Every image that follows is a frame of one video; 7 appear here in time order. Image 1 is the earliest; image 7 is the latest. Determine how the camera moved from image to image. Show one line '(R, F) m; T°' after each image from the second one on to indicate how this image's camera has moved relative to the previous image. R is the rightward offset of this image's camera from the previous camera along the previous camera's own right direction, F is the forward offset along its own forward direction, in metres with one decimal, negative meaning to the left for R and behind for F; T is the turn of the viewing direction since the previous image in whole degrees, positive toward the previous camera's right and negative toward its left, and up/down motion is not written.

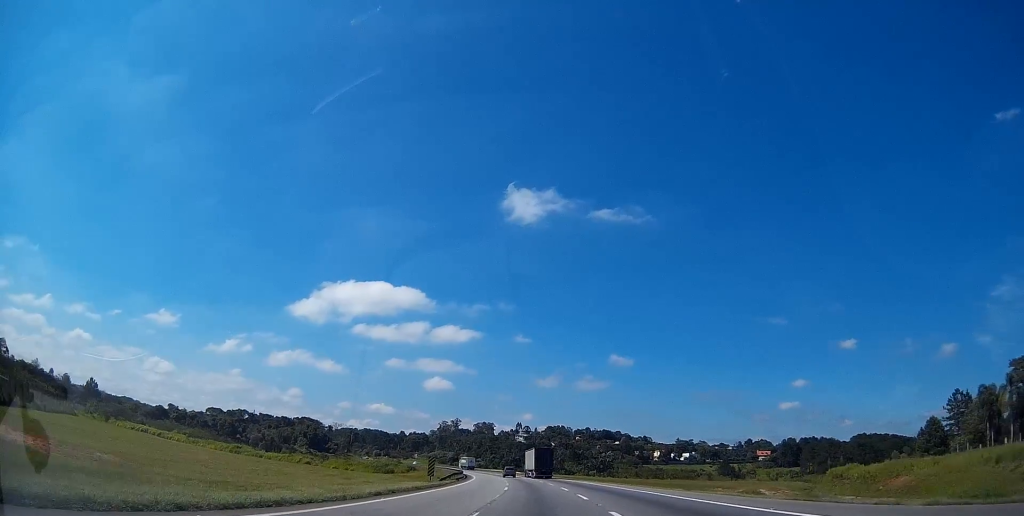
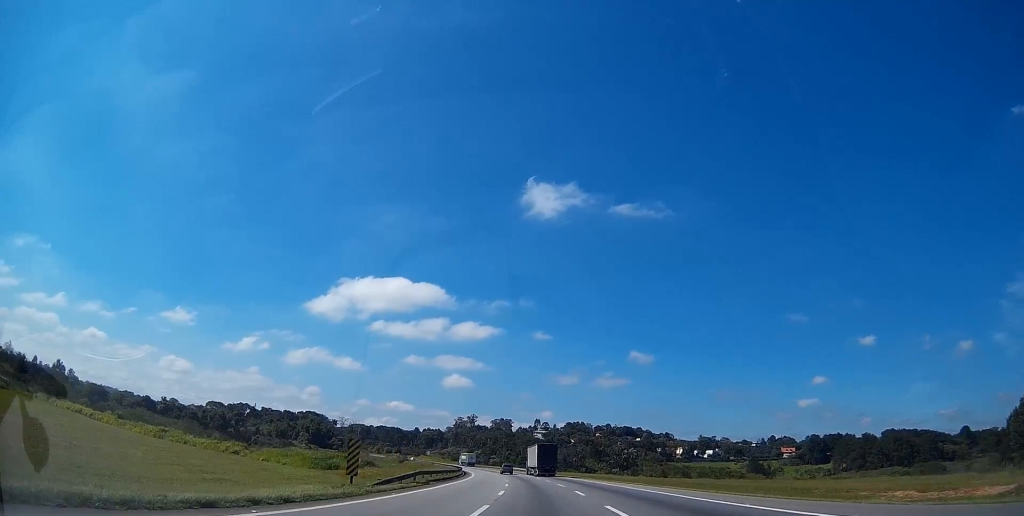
(-0.1, +20.9) m; -1°
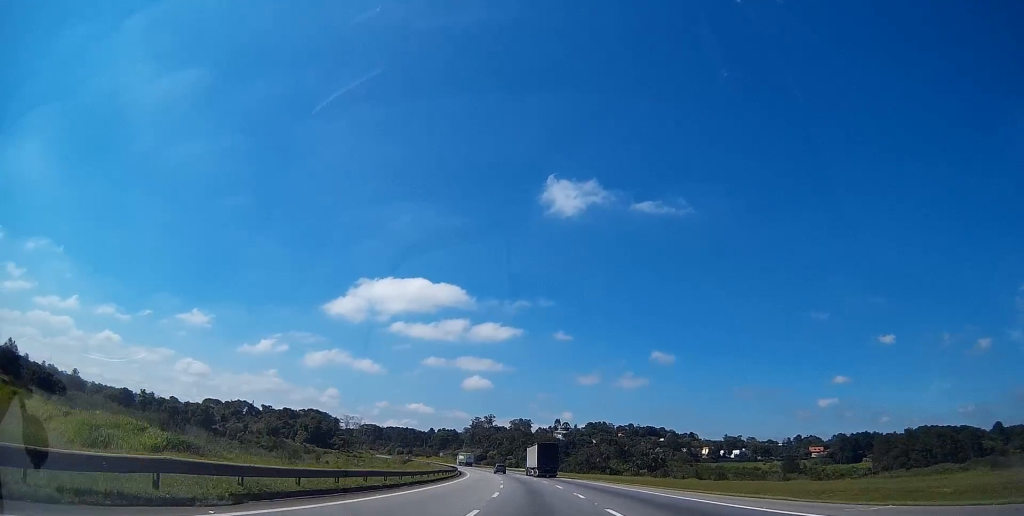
(-0.4, +24.9) m; -3°
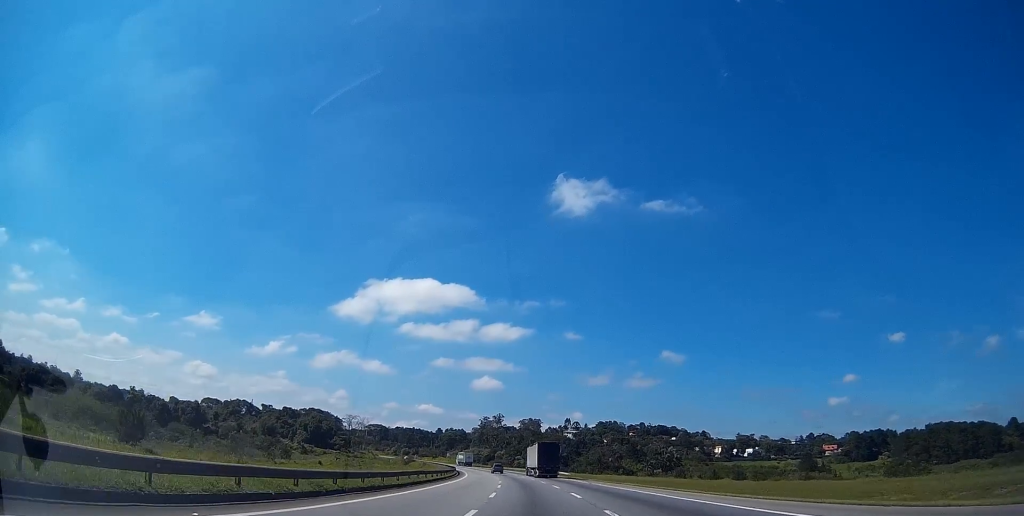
(-0.3, +11.6) m; -1°
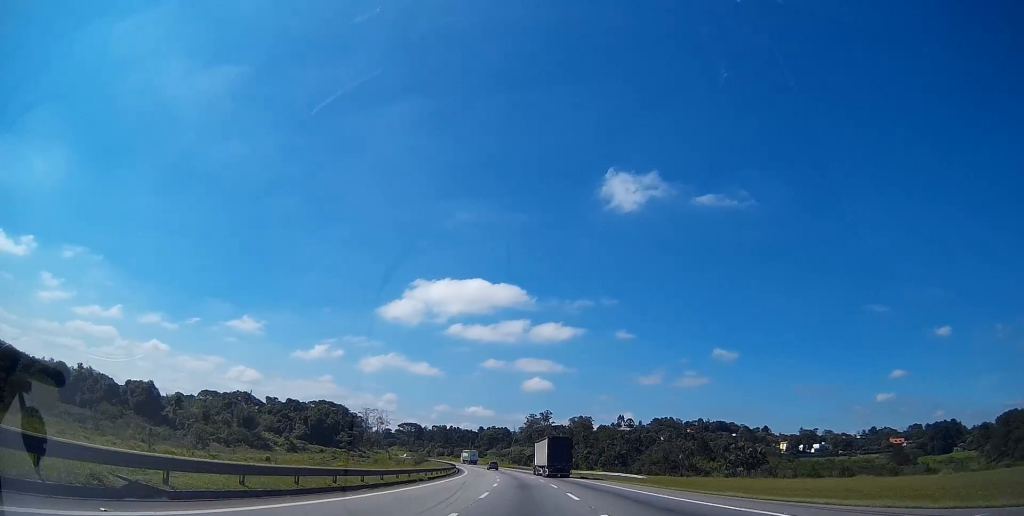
(-1.7, +50.4) m; -3°
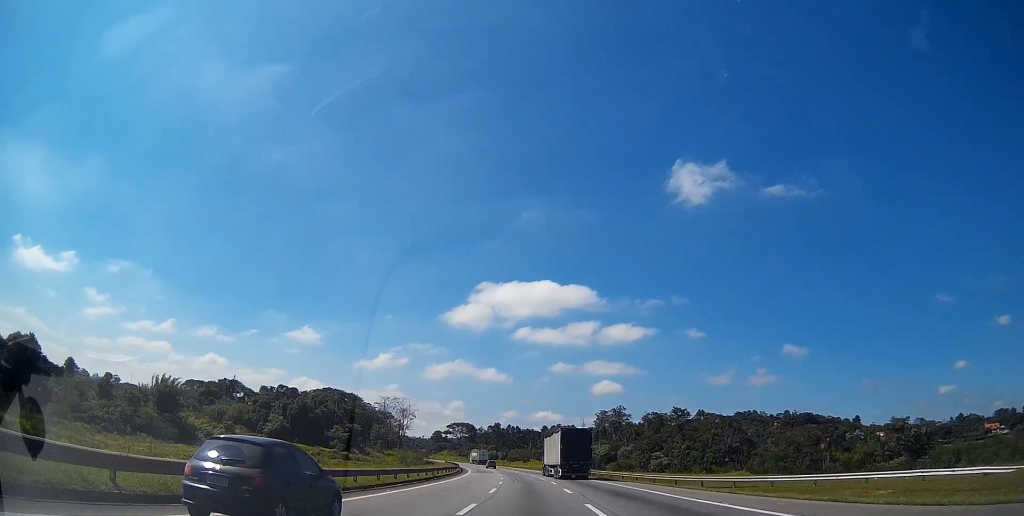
(-3.7, +70.2) m; -7°
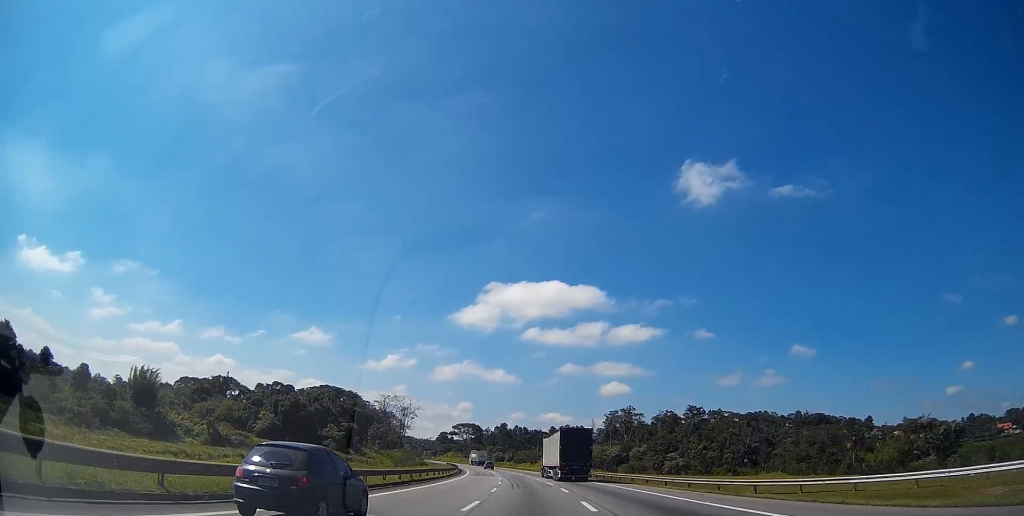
(-0.2, +10.3) m; -1°
